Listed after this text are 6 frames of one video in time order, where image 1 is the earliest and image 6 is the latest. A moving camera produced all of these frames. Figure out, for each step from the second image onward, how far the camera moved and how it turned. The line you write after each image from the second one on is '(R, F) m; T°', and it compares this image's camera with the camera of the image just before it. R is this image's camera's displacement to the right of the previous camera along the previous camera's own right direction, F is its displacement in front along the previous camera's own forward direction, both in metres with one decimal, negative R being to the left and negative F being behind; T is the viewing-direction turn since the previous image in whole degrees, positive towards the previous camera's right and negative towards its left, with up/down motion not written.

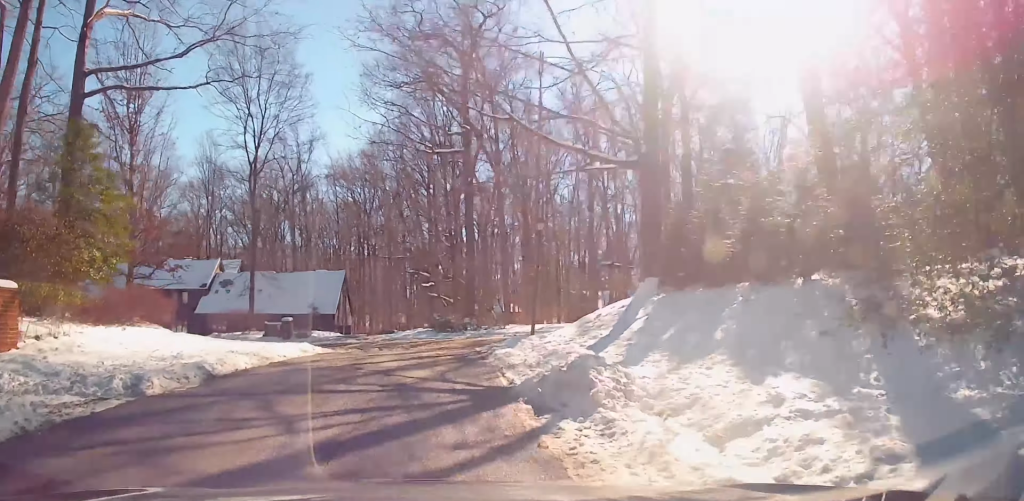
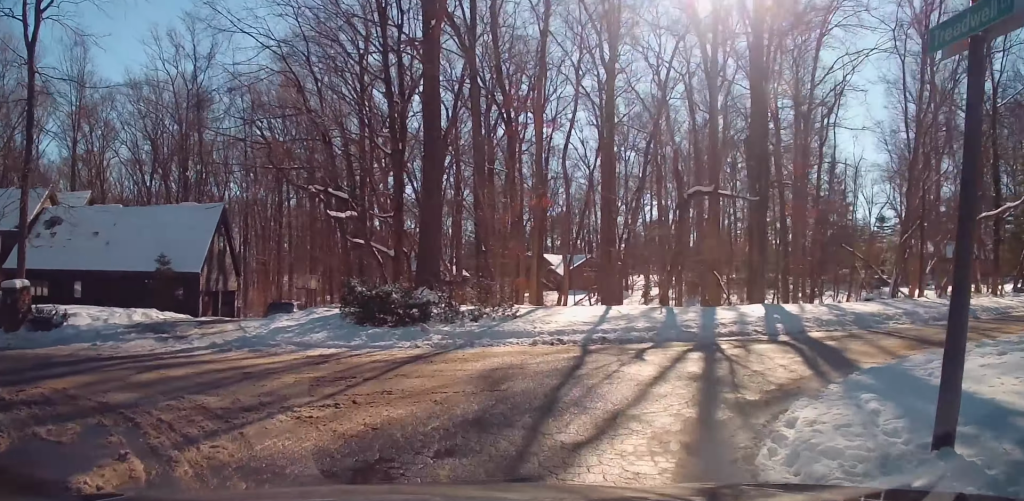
(+2.9, +18.6) m; +16°
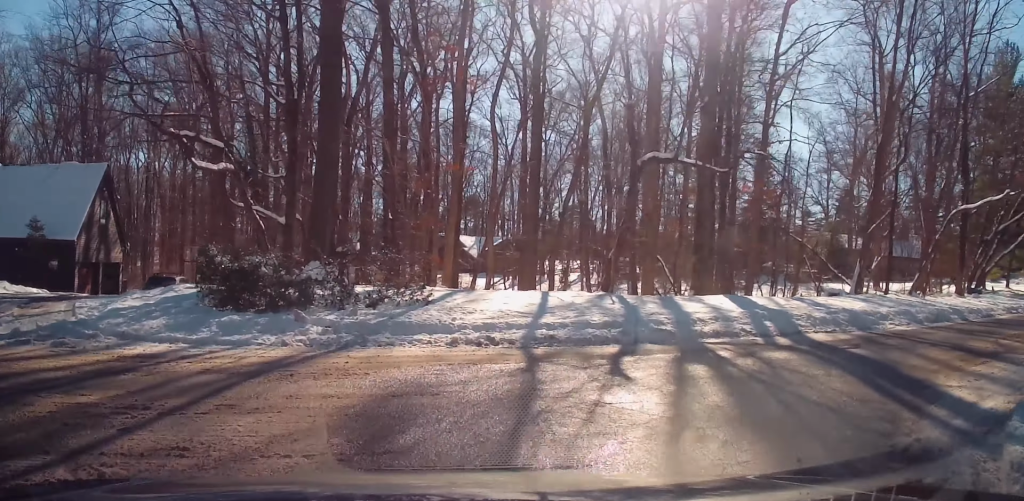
(0.0, +4.7) m; +22°
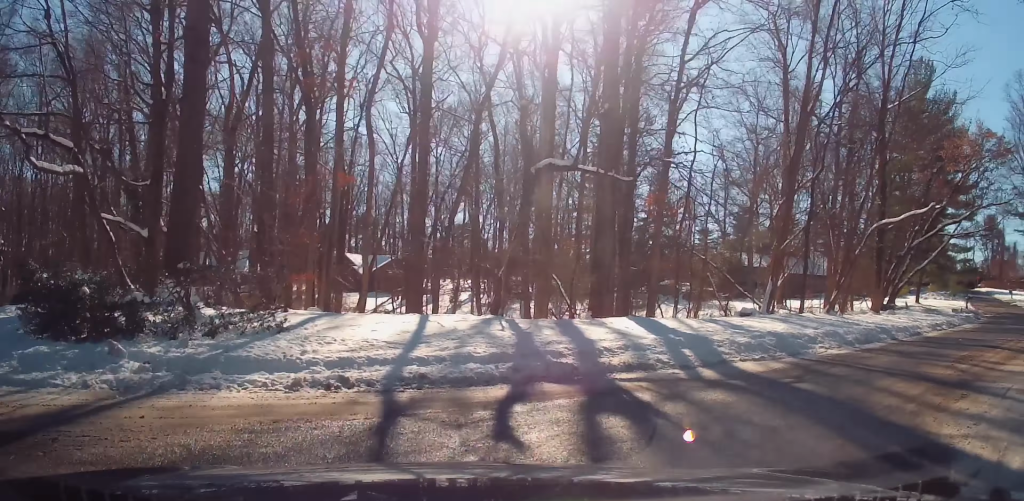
(+0.8, +2.4) m; +18°
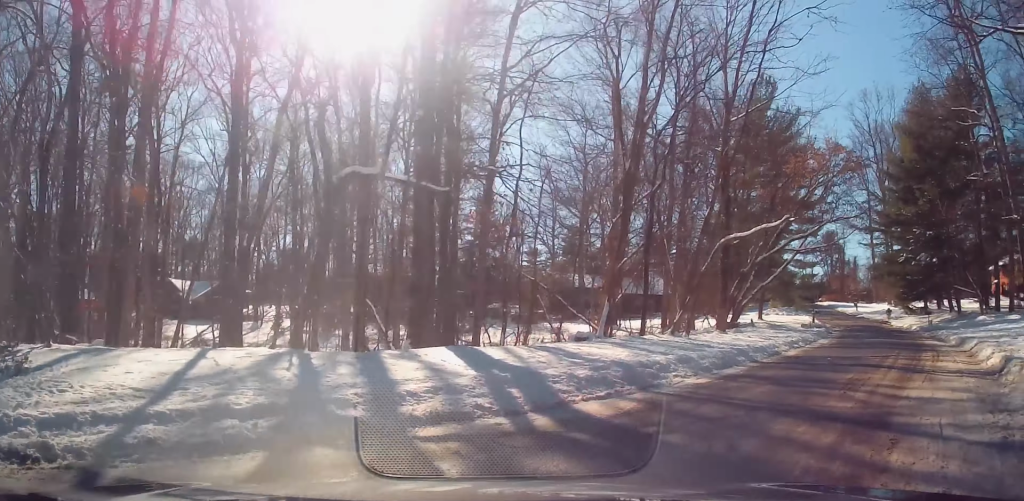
(0.0, +2.5) m; +18°
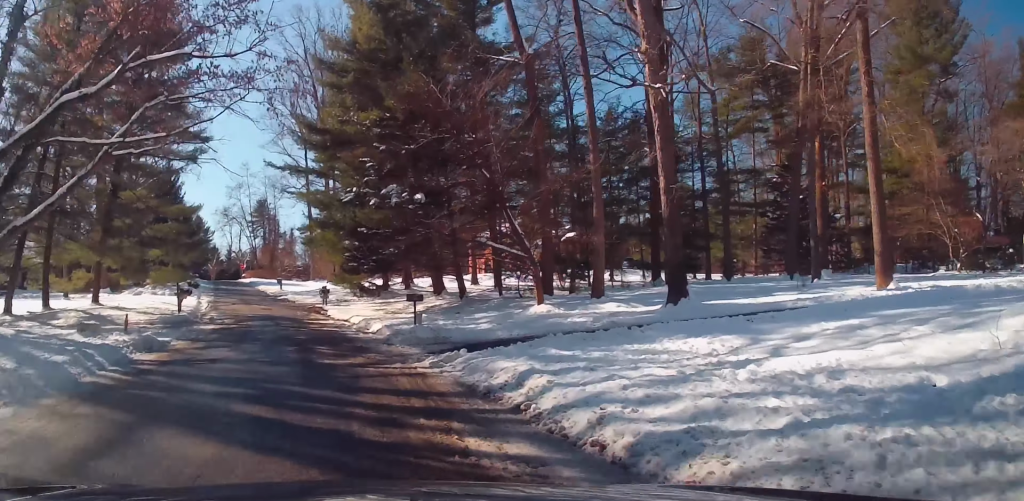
(+6.4, +30.8) m; +8°
